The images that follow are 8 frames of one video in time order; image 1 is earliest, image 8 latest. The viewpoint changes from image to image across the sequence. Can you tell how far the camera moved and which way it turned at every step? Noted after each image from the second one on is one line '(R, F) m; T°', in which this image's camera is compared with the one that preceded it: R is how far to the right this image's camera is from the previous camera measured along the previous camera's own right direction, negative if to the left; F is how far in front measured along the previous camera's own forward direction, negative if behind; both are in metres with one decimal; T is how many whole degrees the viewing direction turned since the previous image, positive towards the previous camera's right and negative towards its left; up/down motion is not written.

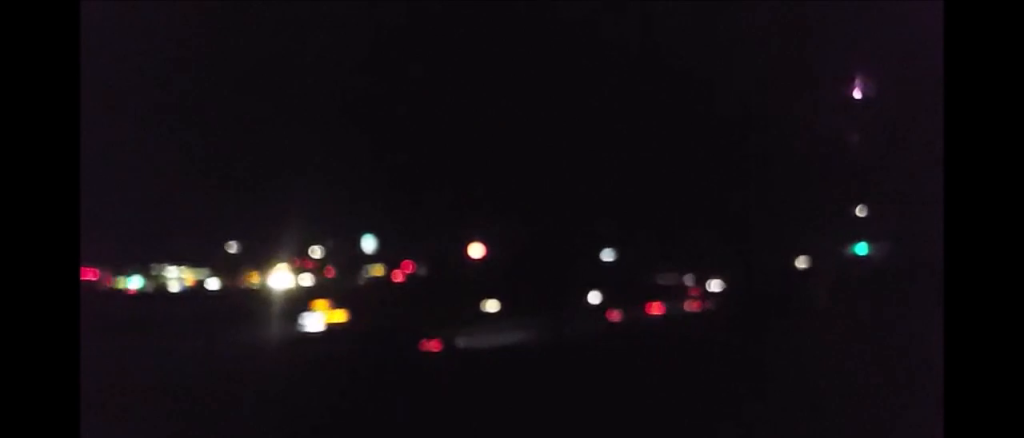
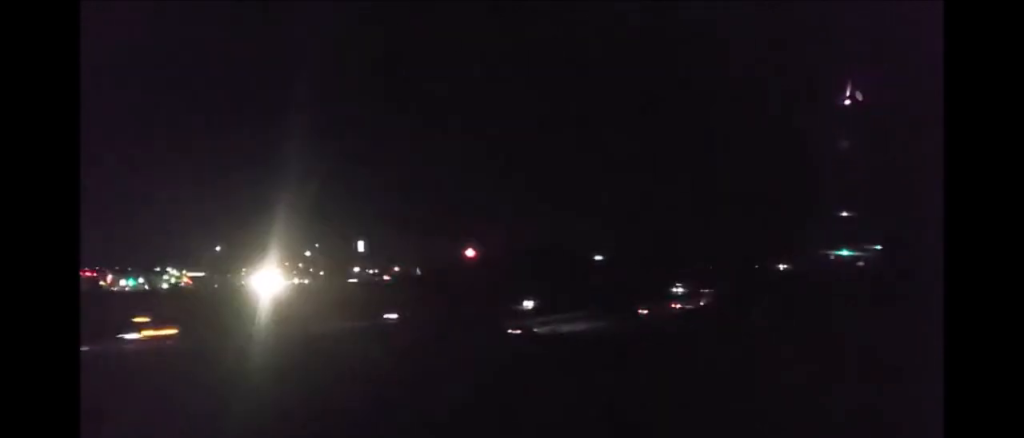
(-0.2, +8.5) m; +1°
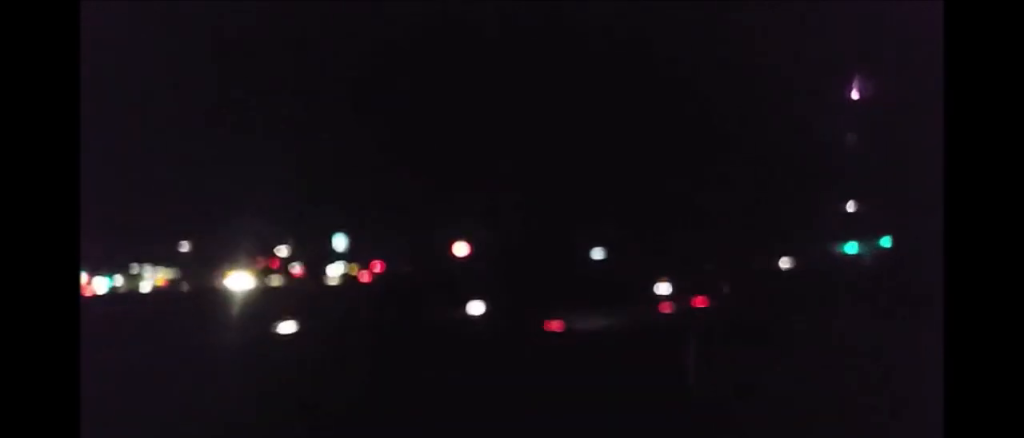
(+0.2, +5.3) m; +2°
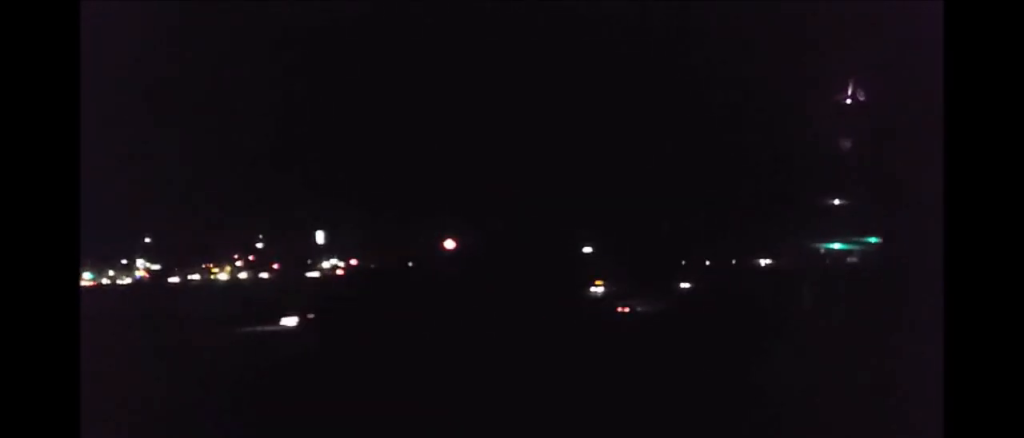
(0.0, +12.4) m; -1°
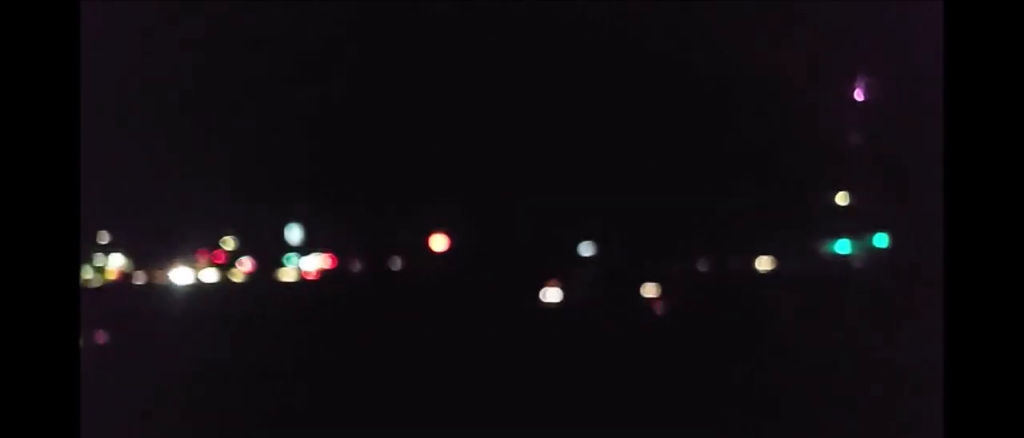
(0.0, +6.7) m; -1°
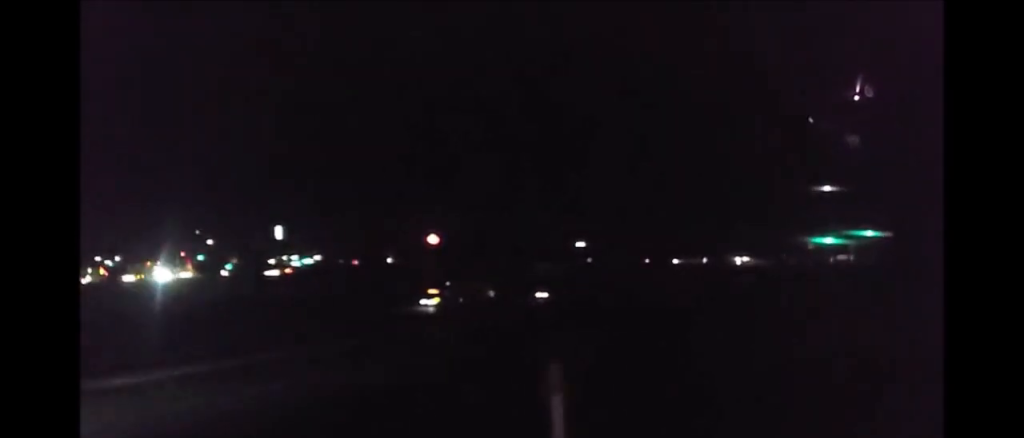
(-0.3, +12.4) m; 0°
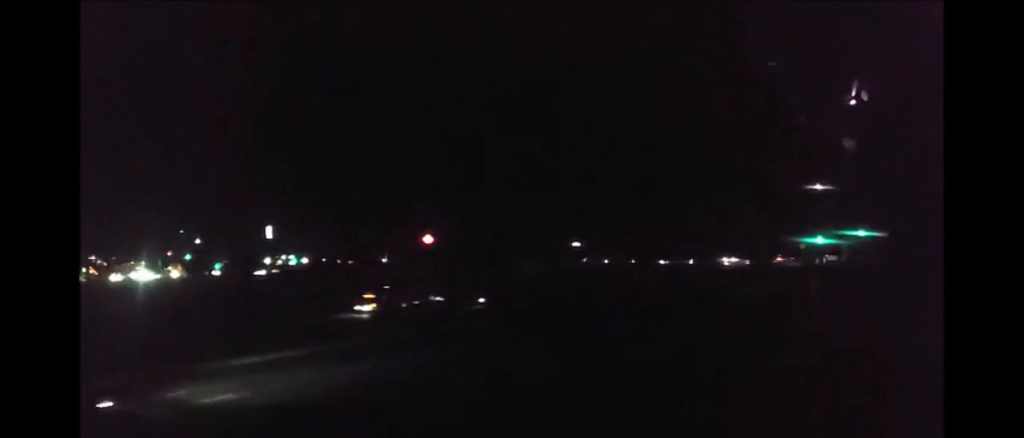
(+0.1, +4.6) m; +1°
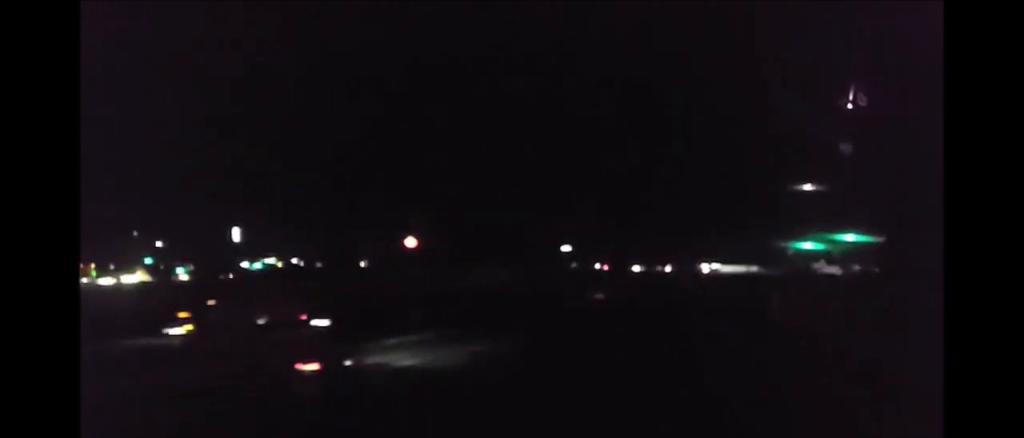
(+0.1, +7.5) m; +1°
